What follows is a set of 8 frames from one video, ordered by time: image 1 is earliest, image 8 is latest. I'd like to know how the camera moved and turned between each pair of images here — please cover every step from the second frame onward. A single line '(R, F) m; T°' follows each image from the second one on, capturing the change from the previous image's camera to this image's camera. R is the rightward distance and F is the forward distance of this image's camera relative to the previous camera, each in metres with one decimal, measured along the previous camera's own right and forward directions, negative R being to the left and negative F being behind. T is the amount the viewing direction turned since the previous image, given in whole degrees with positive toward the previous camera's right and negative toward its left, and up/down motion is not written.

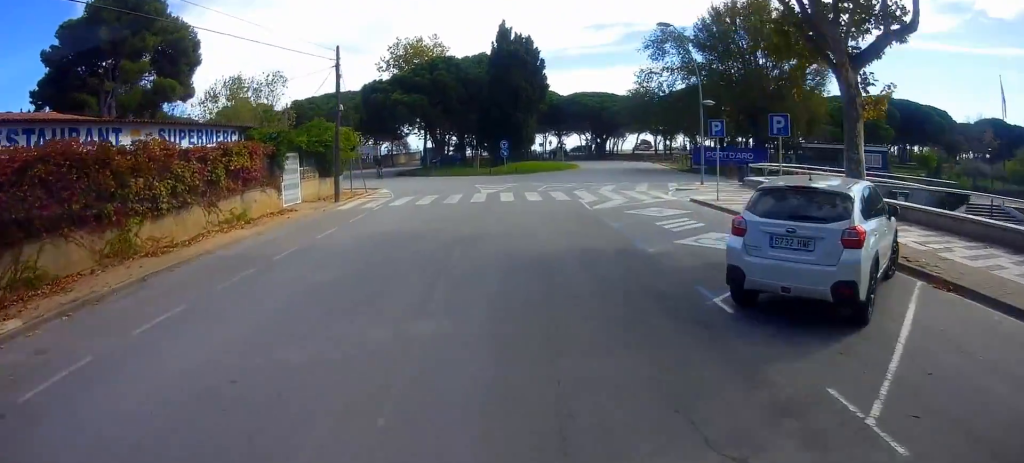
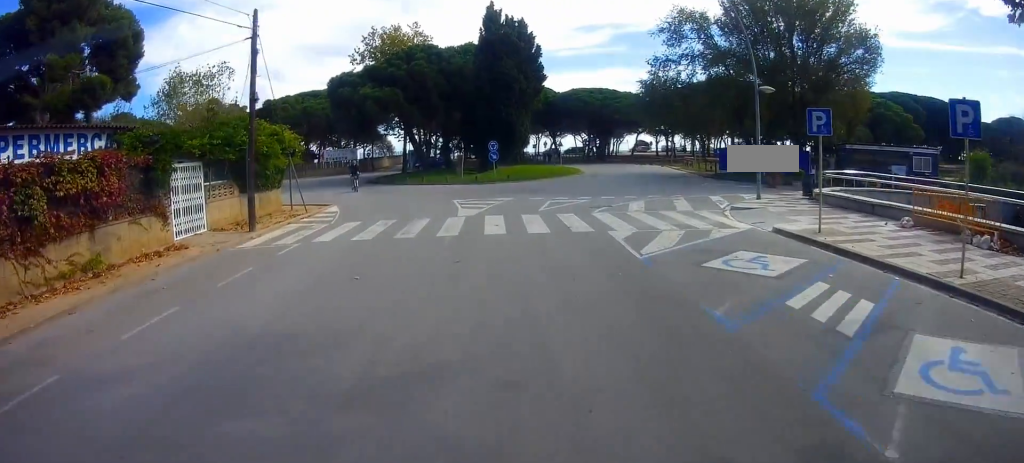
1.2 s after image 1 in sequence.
(+0.1, +7.6) m; 0°
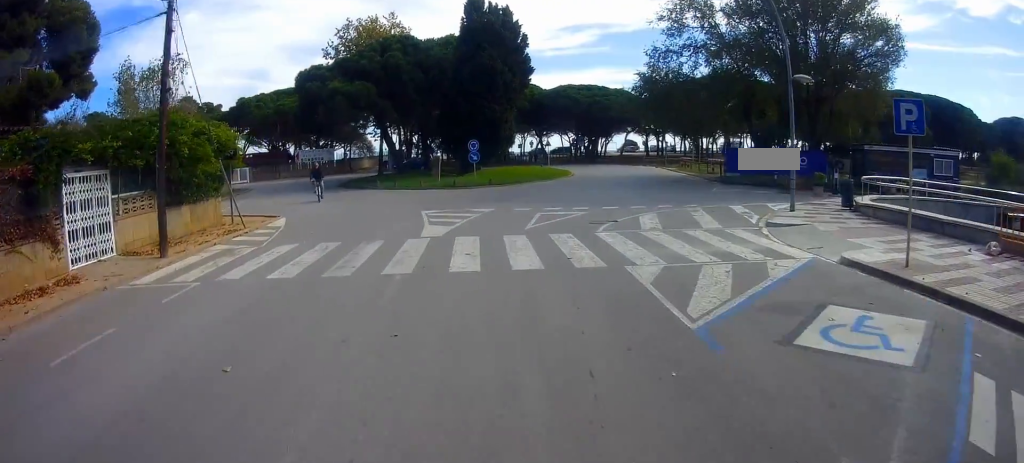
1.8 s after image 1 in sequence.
(-0.1, +4.2) m; 0°
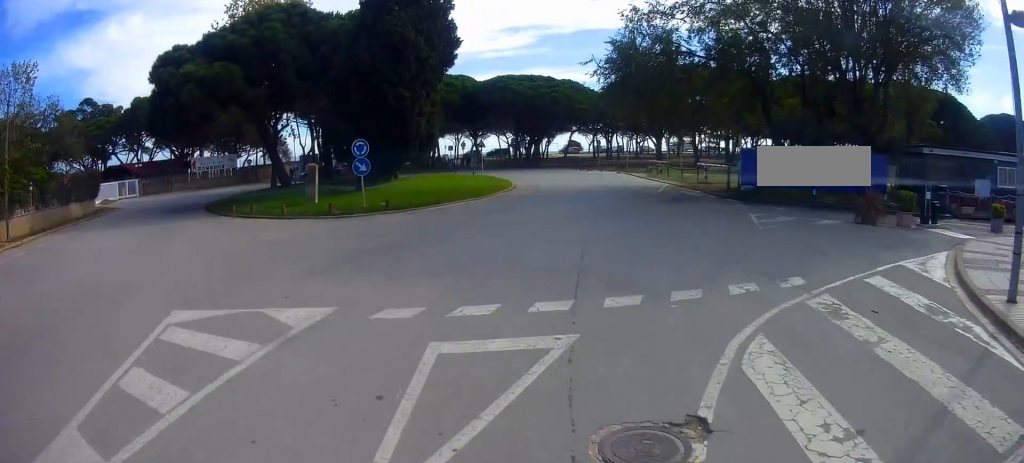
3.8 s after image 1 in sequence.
(+0.3, +11.7) m; +5°
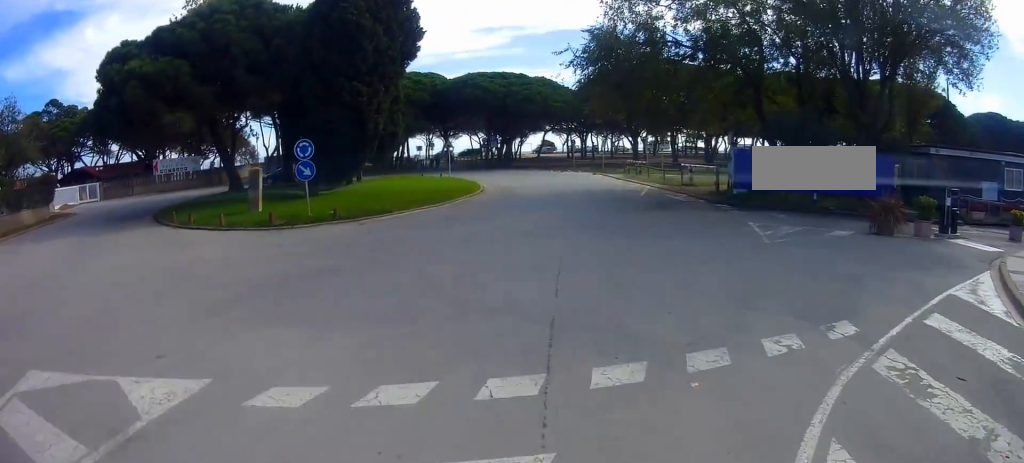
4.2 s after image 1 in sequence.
(+0.1, +2.5) m; +5°
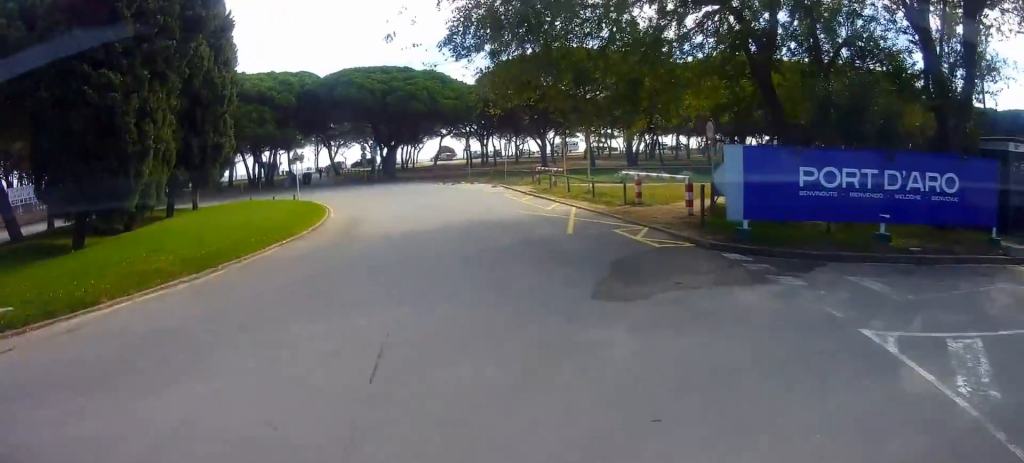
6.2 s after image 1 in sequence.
(+1.3, +9.8) m; +8°
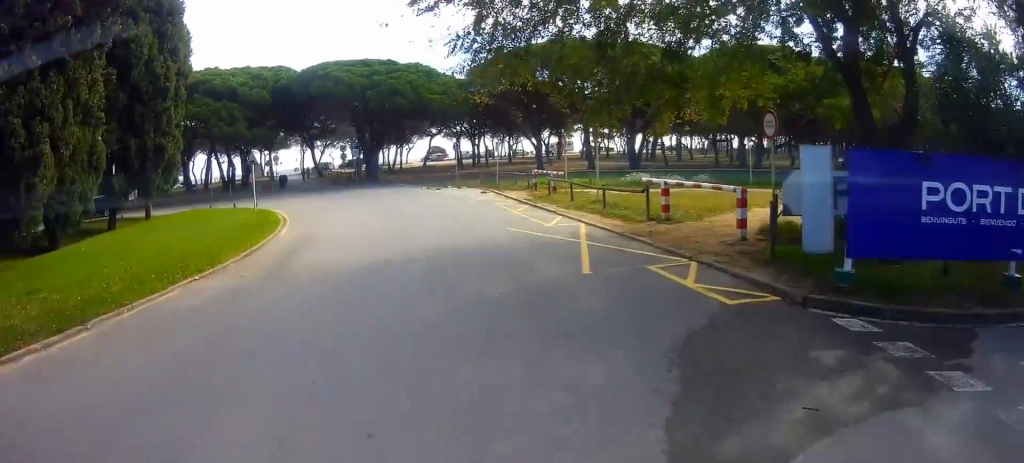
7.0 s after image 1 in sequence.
(-0.4, +4.1) m; +2°
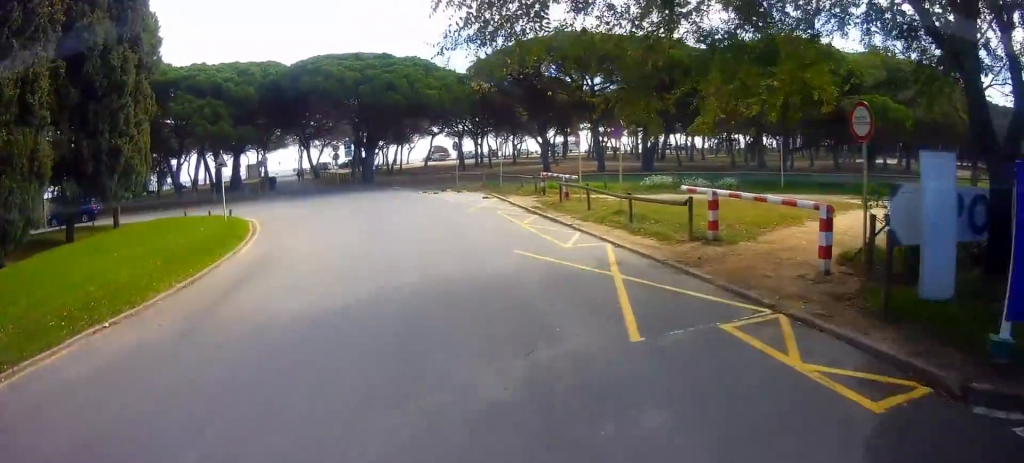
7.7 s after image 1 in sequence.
(+0.3, +3.2) m; +9°
